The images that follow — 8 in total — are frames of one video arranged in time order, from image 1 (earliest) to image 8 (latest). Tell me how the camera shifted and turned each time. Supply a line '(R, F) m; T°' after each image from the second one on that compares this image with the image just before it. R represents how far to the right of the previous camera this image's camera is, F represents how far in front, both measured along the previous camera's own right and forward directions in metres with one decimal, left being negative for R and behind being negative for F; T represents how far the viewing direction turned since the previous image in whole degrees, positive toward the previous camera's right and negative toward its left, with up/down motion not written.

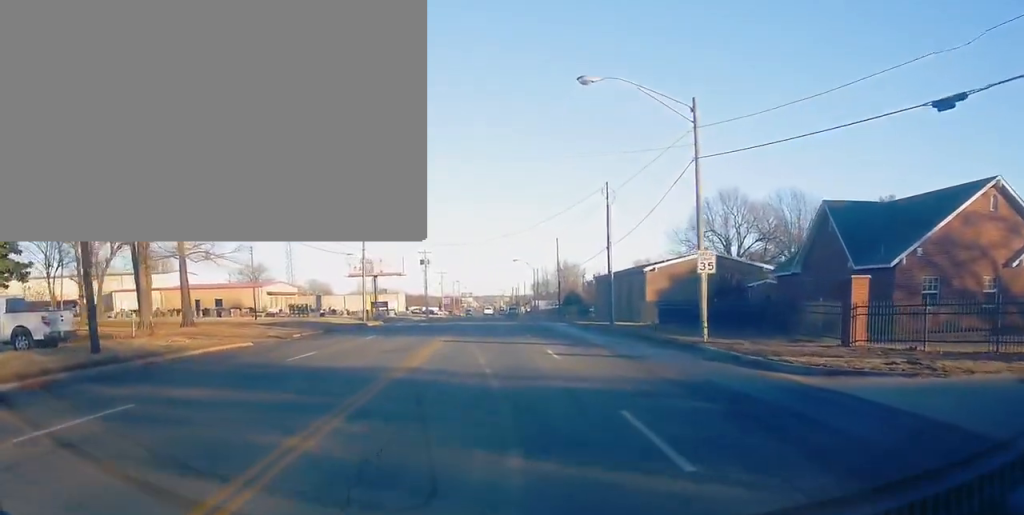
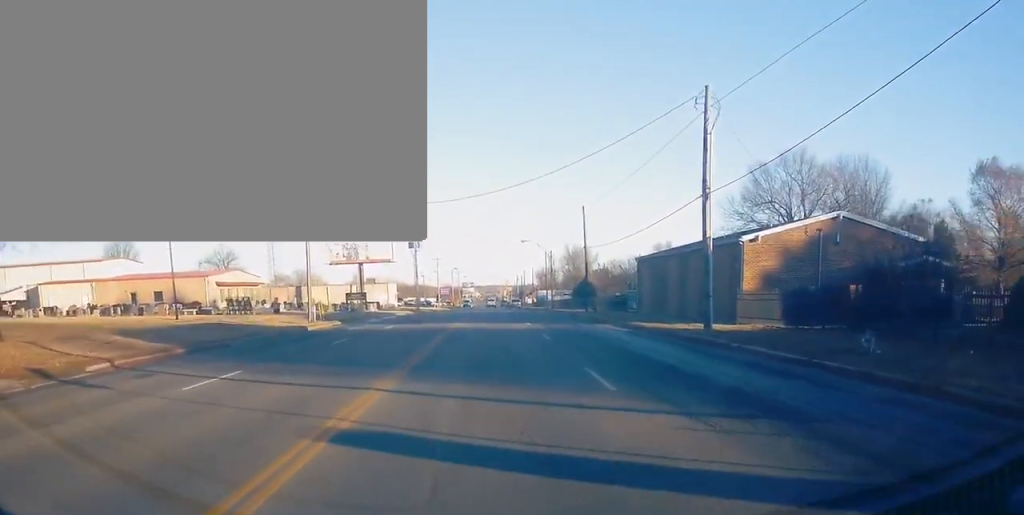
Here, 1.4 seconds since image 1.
(0.0, +22.0) m; 0°
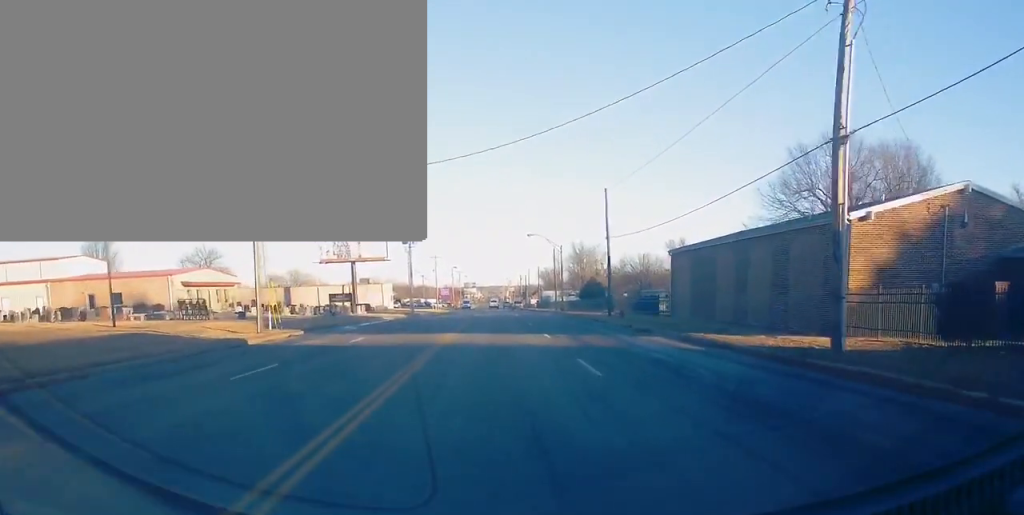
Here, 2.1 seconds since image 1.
(0.0, +11.2) m; 0°
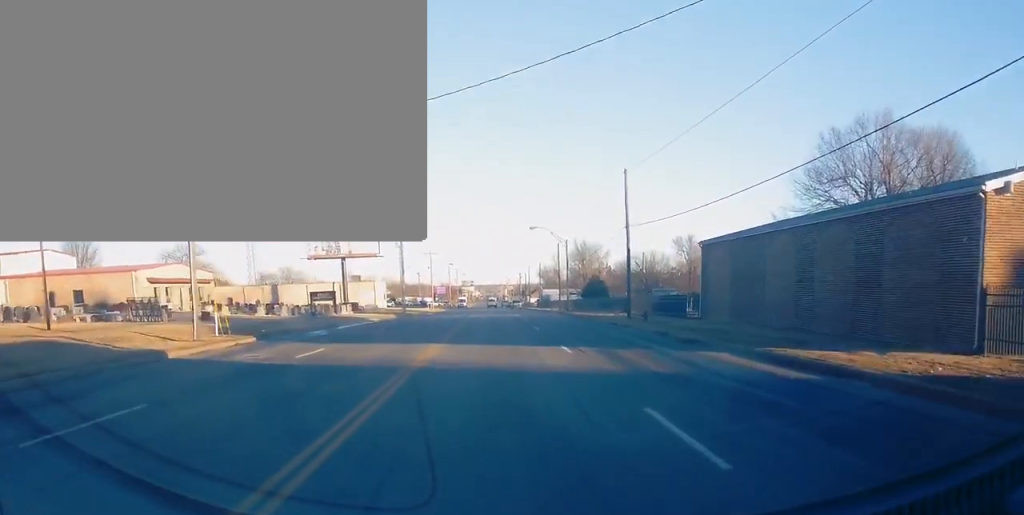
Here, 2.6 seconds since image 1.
(0.0, +8.0) m; 0°
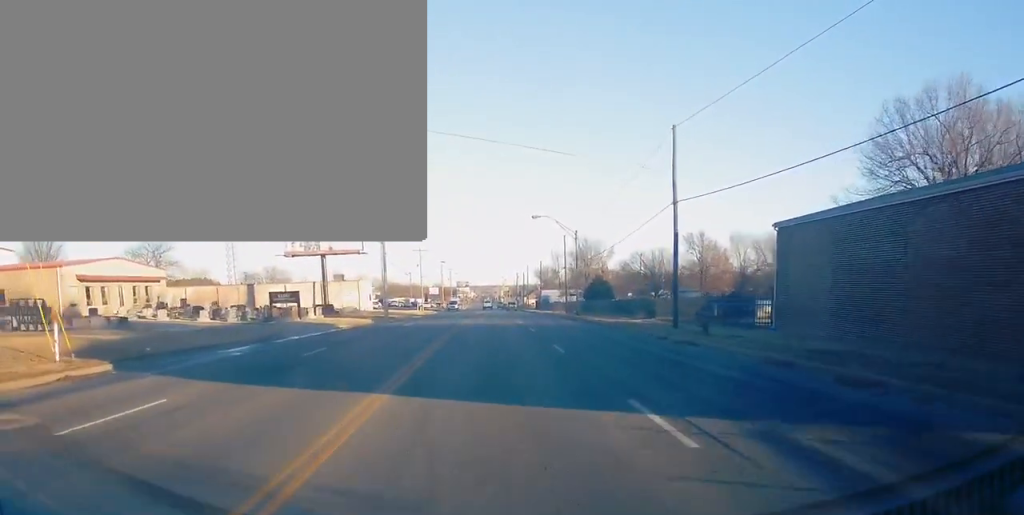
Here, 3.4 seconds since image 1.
(0.0, +12.6) m; 0°
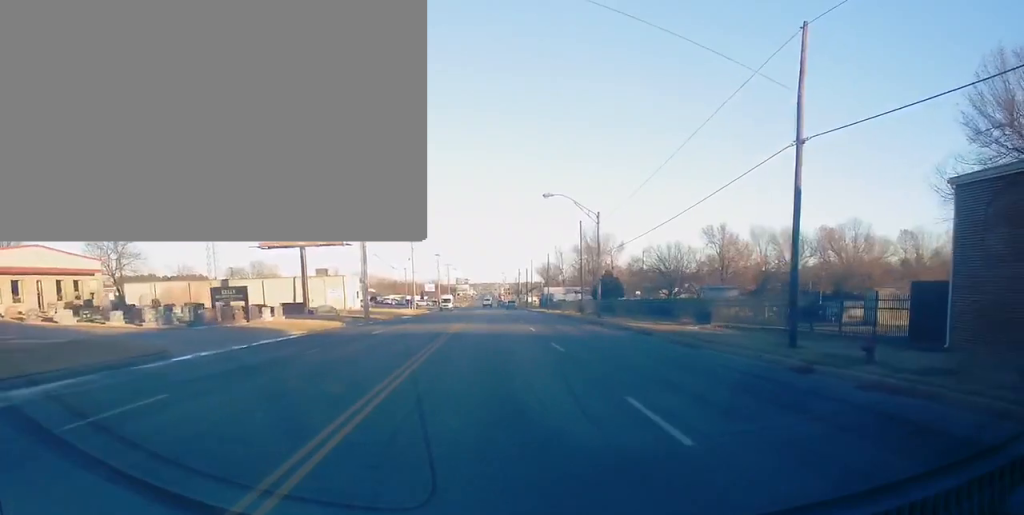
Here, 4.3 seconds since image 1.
(0.0, +13.4) m; 0°
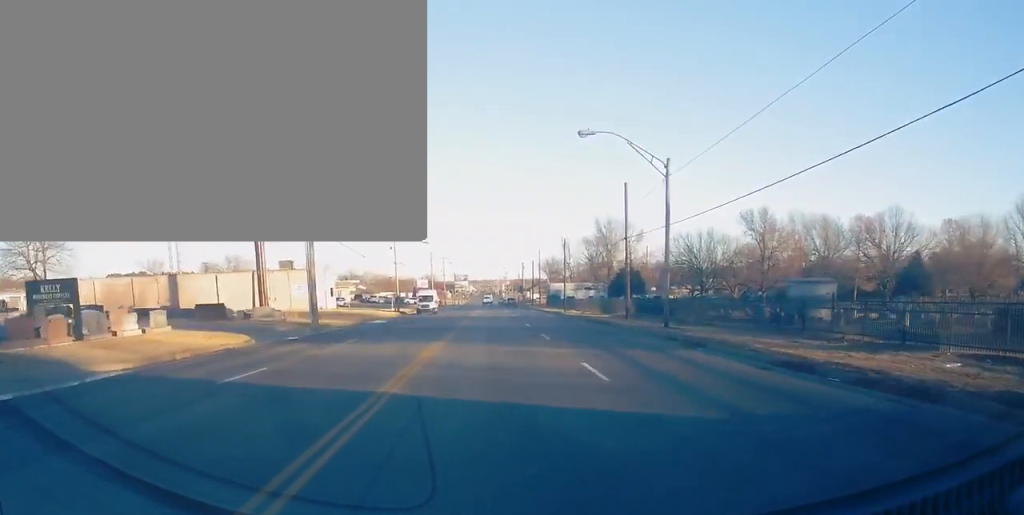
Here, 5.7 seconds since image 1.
(0.0, +21.1) m; 0°
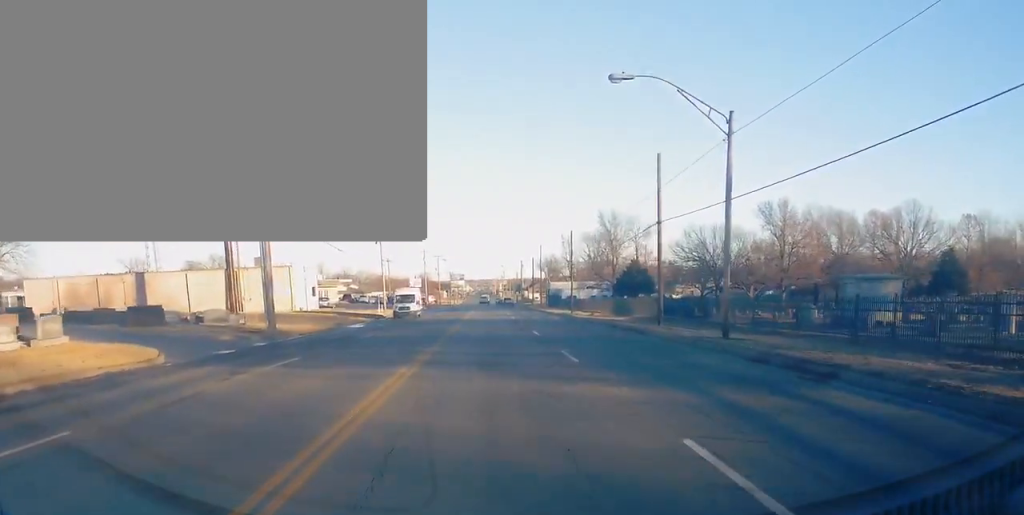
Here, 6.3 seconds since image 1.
(0.0, +9.3) m; 0°
